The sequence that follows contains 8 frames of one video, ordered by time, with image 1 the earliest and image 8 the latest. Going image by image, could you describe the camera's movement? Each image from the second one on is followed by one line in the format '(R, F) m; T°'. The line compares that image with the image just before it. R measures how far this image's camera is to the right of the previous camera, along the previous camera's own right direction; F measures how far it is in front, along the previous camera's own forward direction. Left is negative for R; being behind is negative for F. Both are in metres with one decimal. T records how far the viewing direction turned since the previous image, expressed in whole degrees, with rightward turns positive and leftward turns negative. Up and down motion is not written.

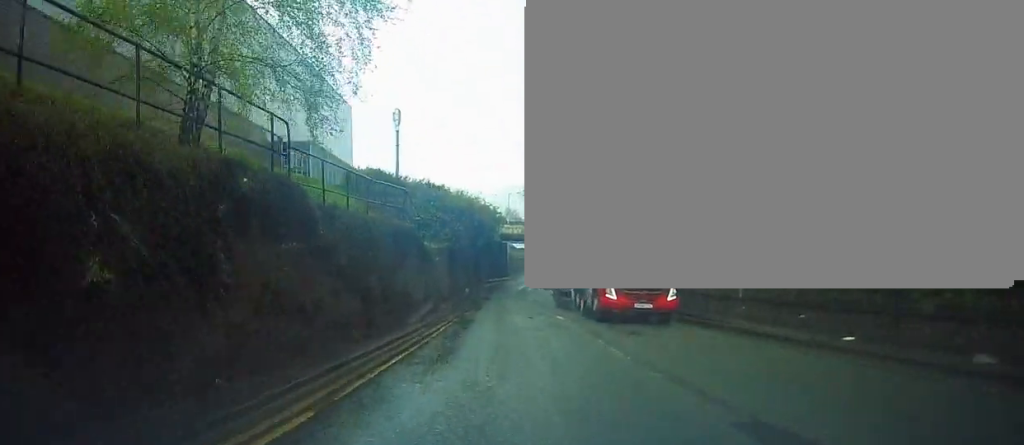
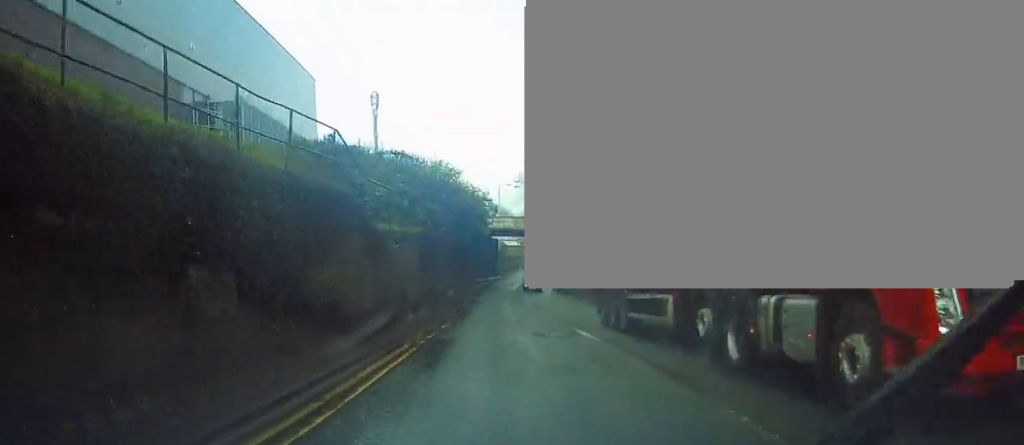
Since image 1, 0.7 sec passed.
(+0.2, +7.9) m; 0°
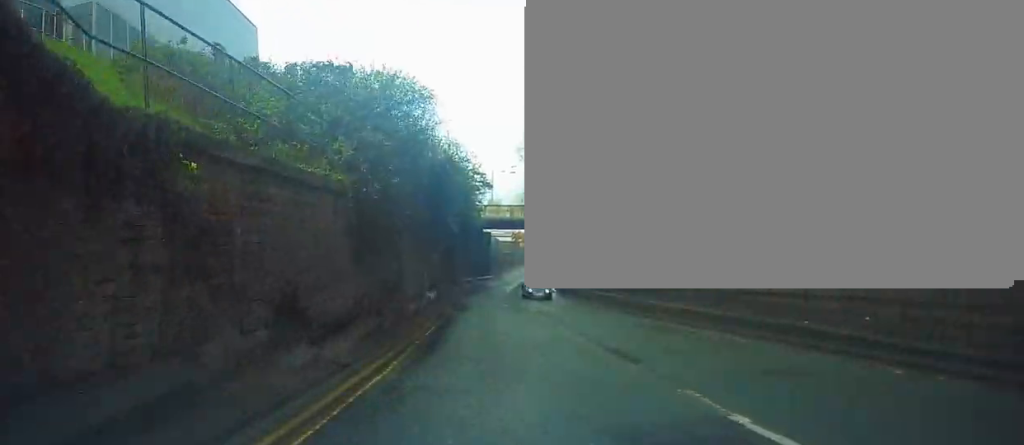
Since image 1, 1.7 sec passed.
(-0.2, +10.2) m; 0°
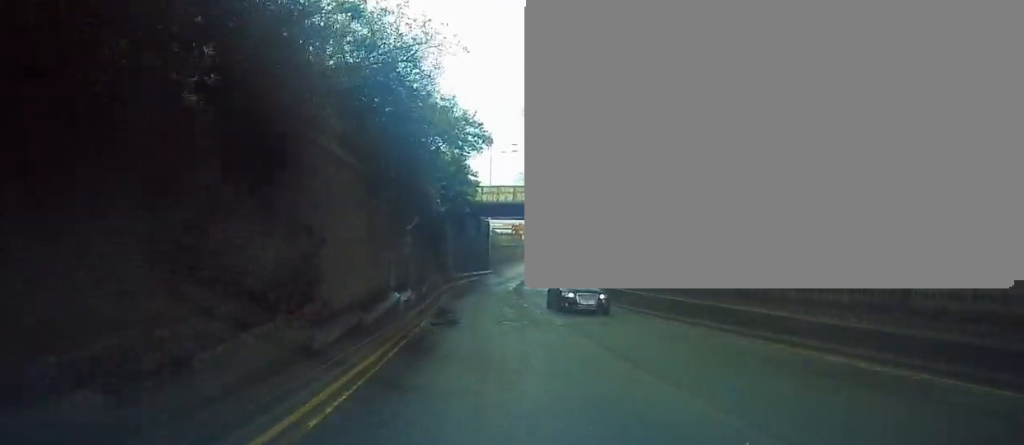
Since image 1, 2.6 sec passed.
(+0.1, +10.0) m; +2°
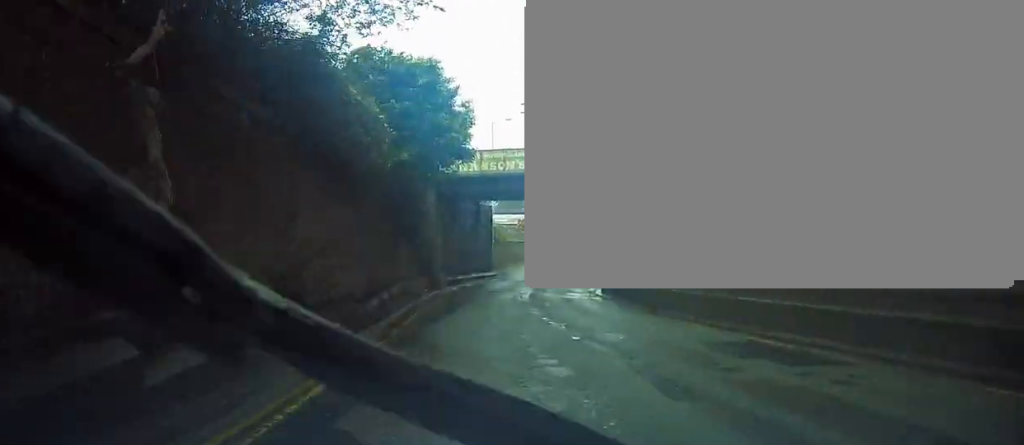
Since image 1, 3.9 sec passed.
(+0.5, +15.0) m; +1°
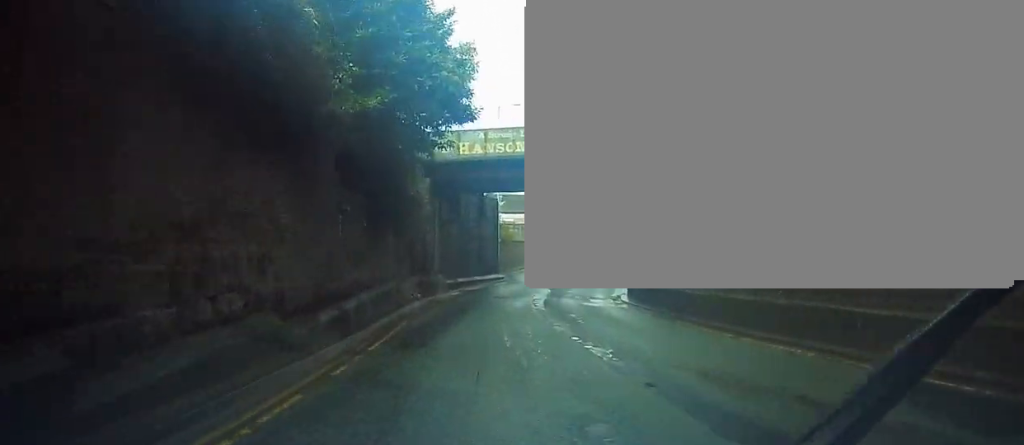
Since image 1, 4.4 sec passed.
(-0.1, +5.7) m; 0°
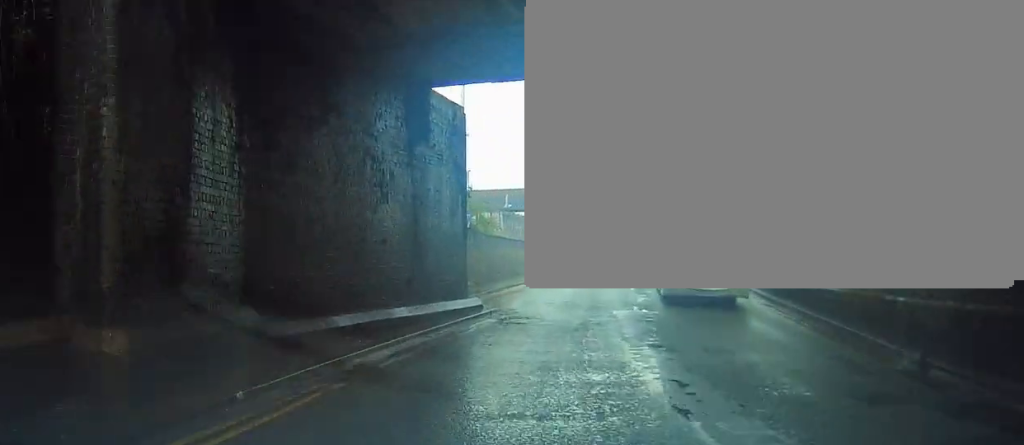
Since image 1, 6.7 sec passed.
(+0.8, +25.6) m; +7°
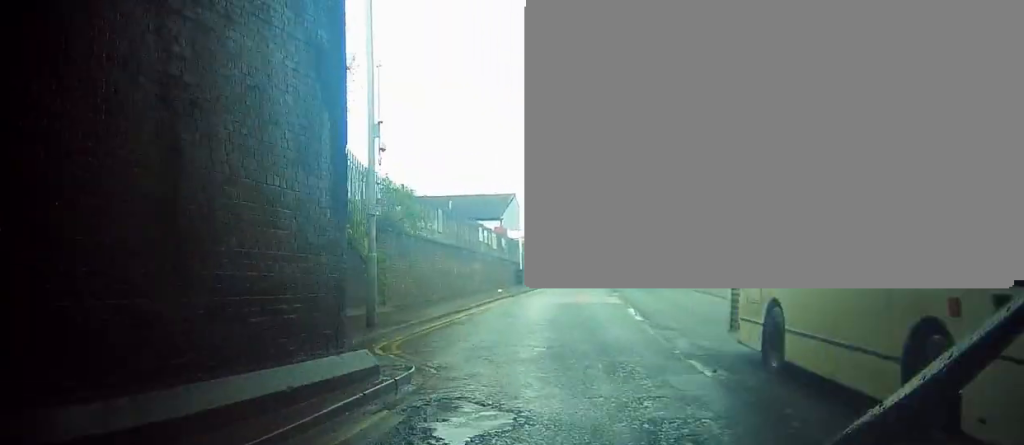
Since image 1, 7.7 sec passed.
(+0.5, +9.6) m; +3°
